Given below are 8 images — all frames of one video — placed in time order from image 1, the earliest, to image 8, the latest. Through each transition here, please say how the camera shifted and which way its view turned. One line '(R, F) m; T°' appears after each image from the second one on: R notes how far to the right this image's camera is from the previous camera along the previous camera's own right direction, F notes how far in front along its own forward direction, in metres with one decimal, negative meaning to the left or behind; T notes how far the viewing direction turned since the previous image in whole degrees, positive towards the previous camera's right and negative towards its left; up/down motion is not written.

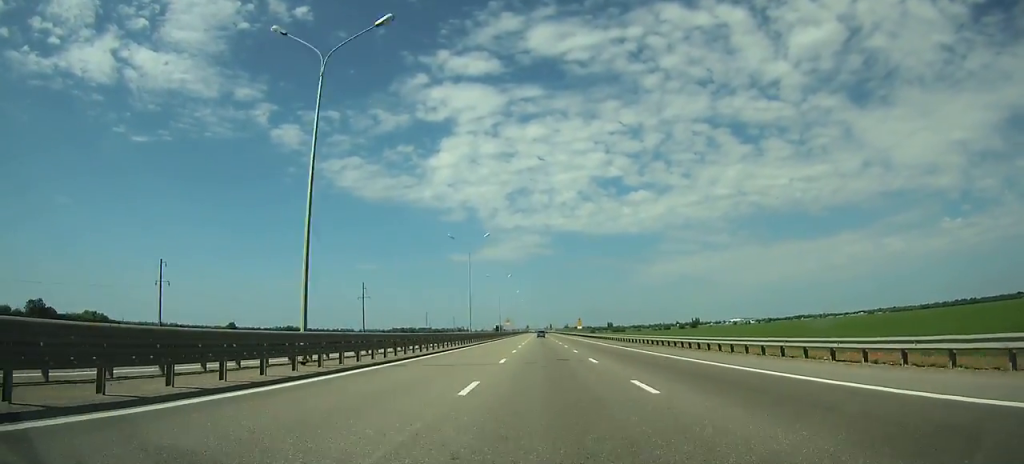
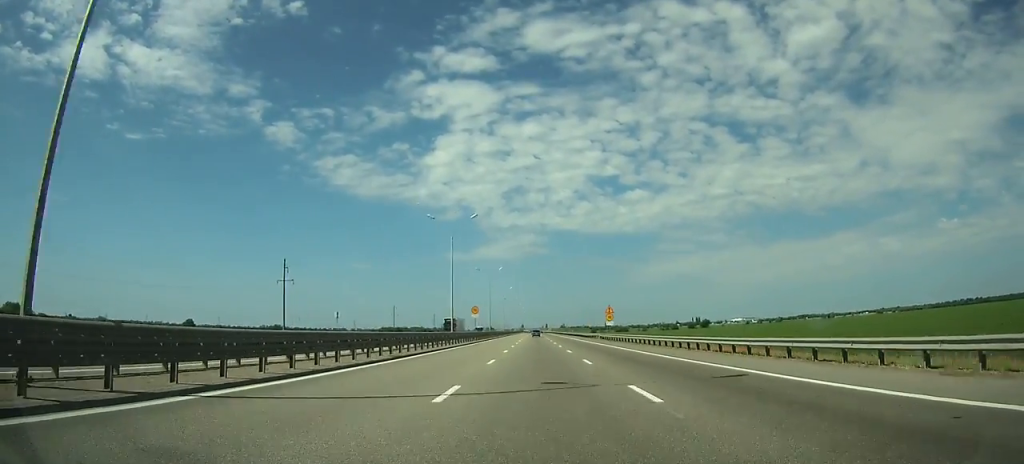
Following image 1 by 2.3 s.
(+0.1, +59.2) m; 0°
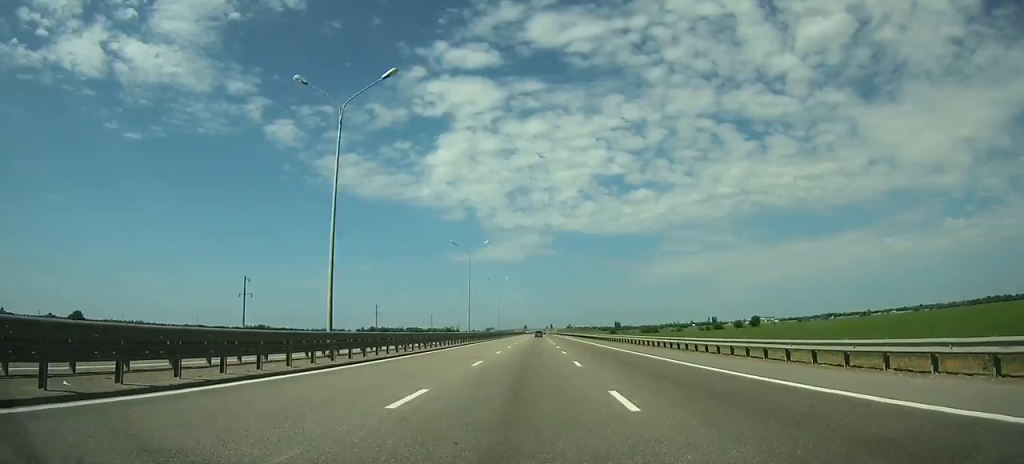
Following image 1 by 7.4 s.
(+0.3, +134.3) m; 0°
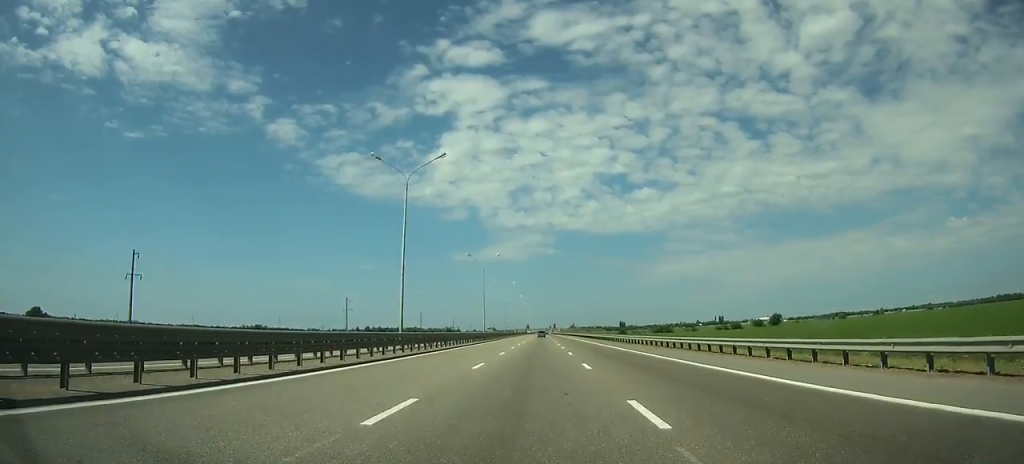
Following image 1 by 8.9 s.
(-0.1, +39.6) m; 0°
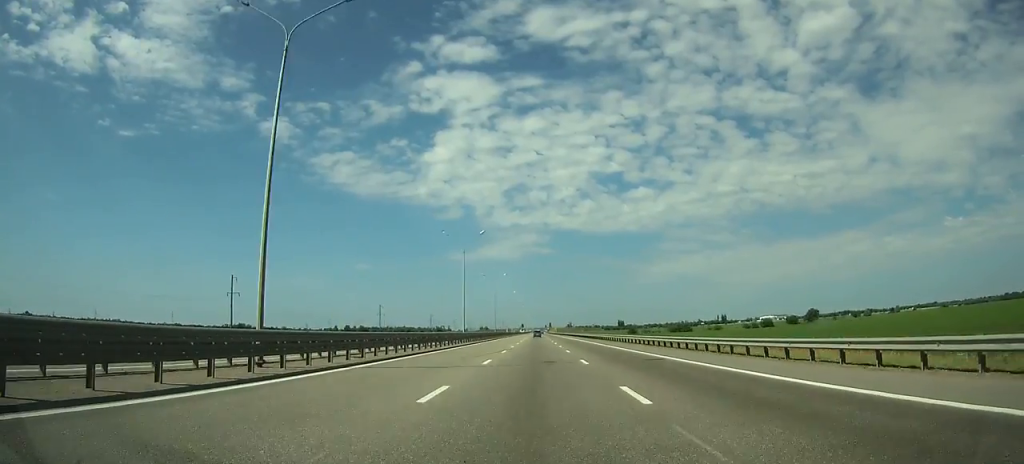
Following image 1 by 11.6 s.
(+0.1, +70.1) m; 0°
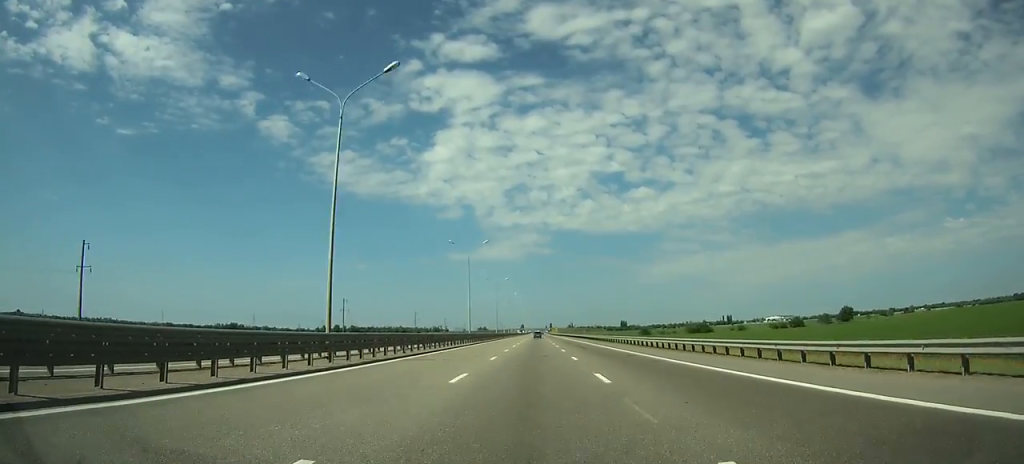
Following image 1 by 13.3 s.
(+0.1, +43.4) m; 0°
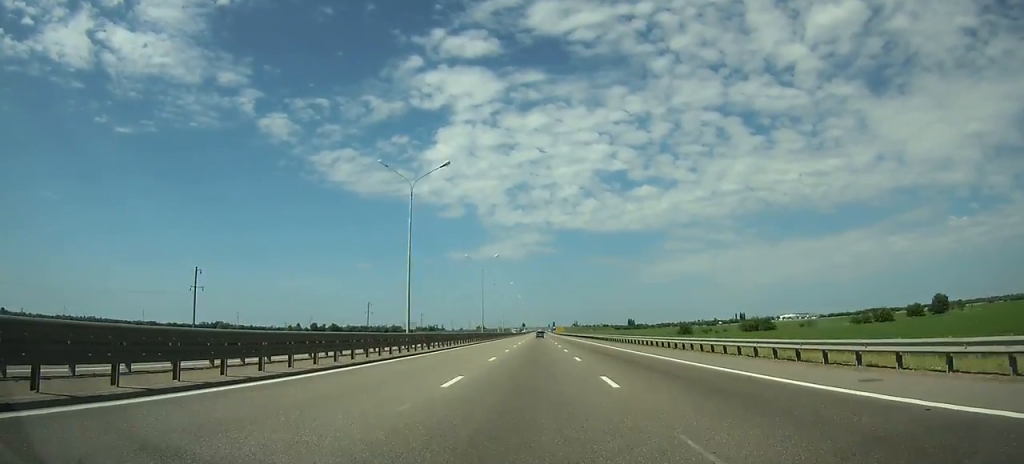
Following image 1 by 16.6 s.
(-0.1, +83.3) m; 0°
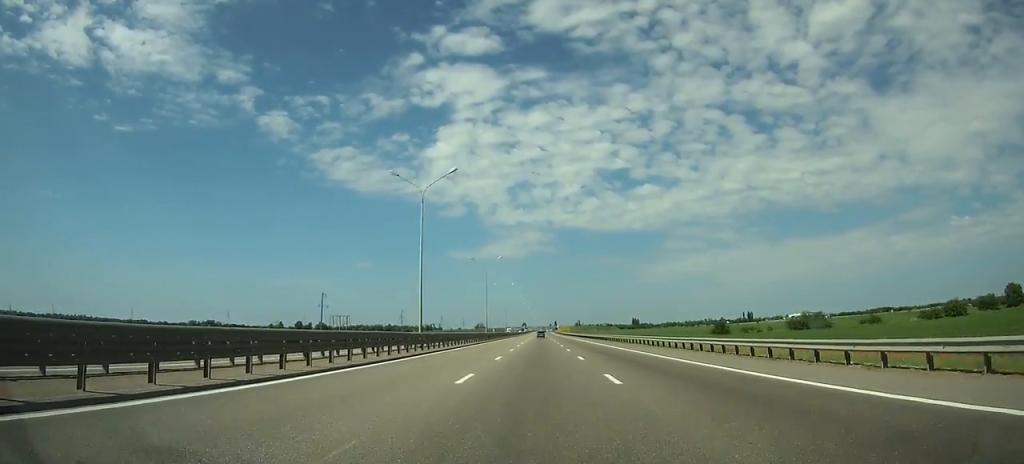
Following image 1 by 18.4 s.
(+0.1, +45.7) m; 0°
